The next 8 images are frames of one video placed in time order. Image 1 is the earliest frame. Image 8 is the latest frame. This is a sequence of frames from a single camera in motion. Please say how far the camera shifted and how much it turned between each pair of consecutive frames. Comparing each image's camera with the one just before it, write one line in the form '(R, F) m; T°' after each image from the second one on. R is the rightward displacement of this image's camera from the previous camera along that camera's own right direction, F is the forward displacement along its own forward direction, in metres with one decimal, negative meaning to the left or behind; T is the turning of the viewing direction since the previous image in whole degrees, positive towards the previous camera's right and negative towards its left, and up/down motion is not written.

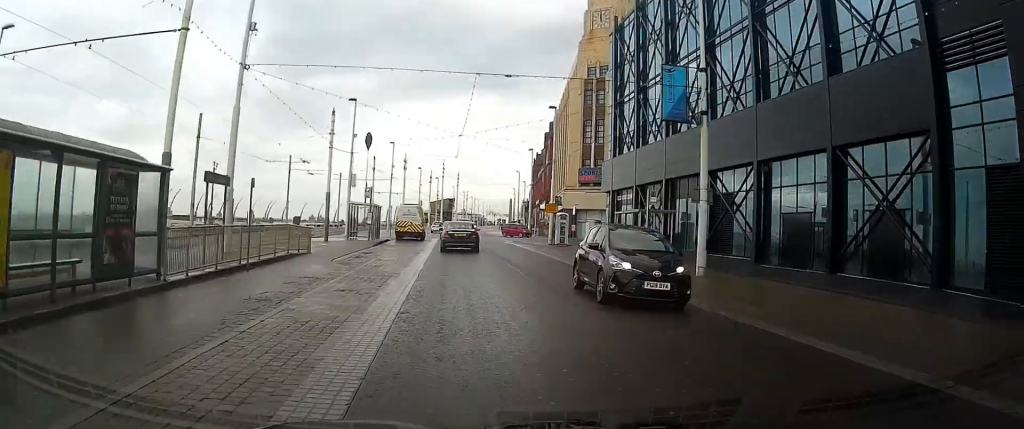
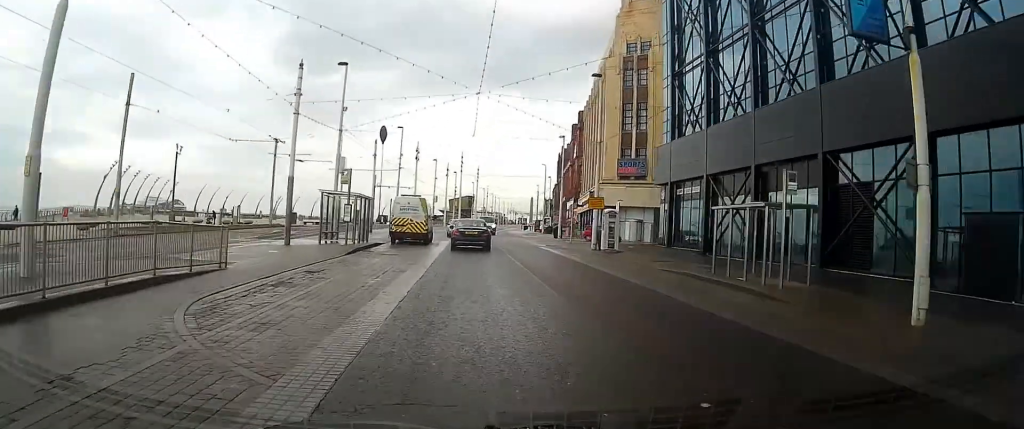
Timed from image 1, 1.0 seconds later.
(-0.2, +11.4) m; -2°
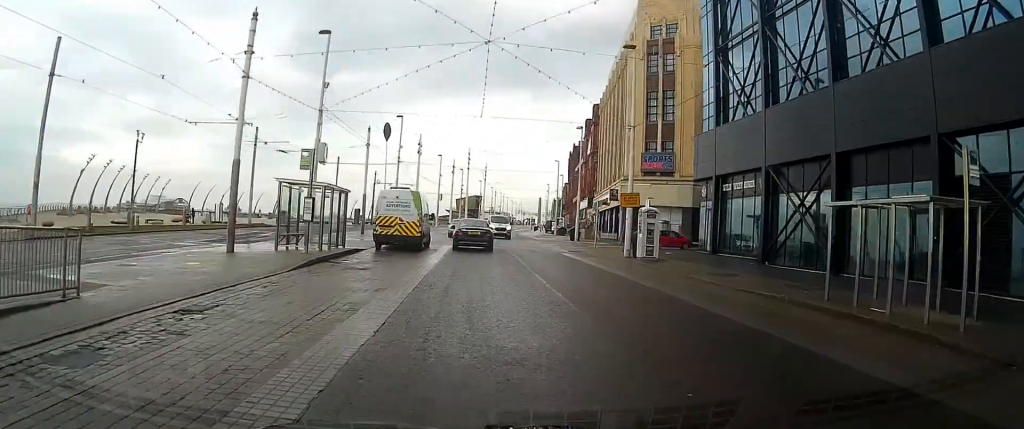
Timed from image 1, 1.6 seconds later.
(-0.1, +7.1) m; -1°
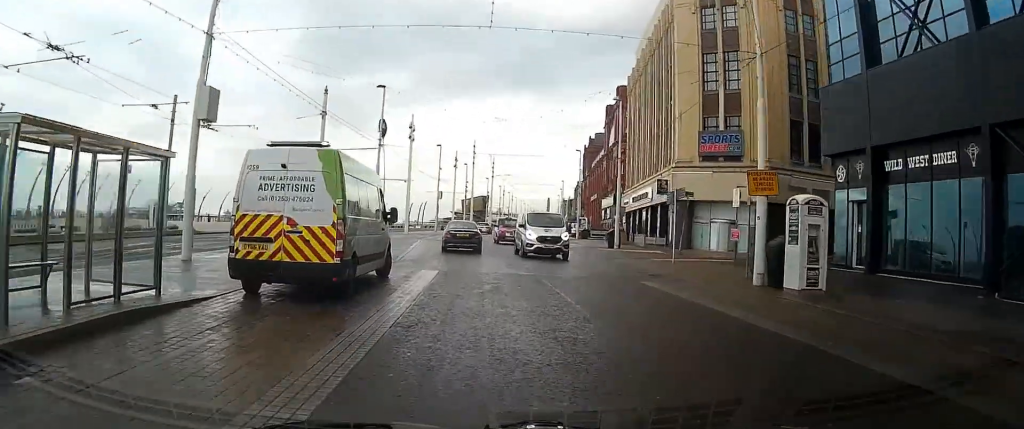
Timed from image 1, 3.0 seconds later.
(-0.1, +15.3) m; 0°
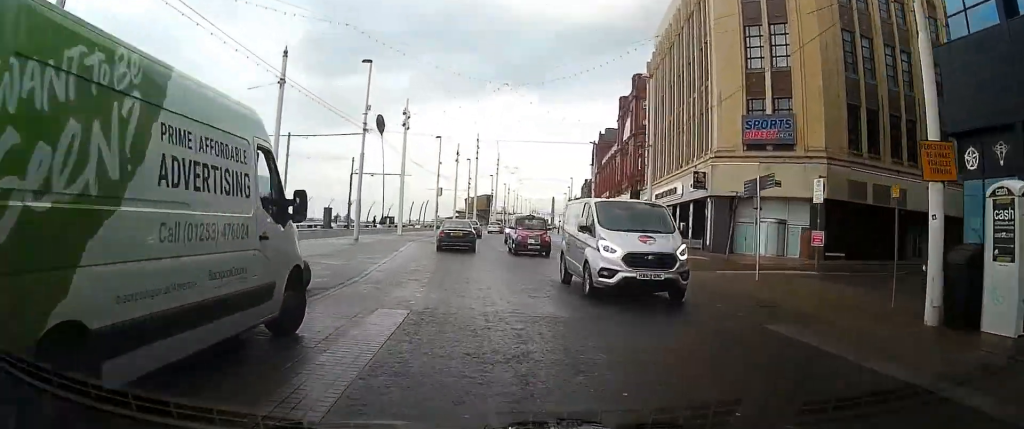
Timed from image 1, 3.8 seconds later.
(0.0, +7.9) m; 0°
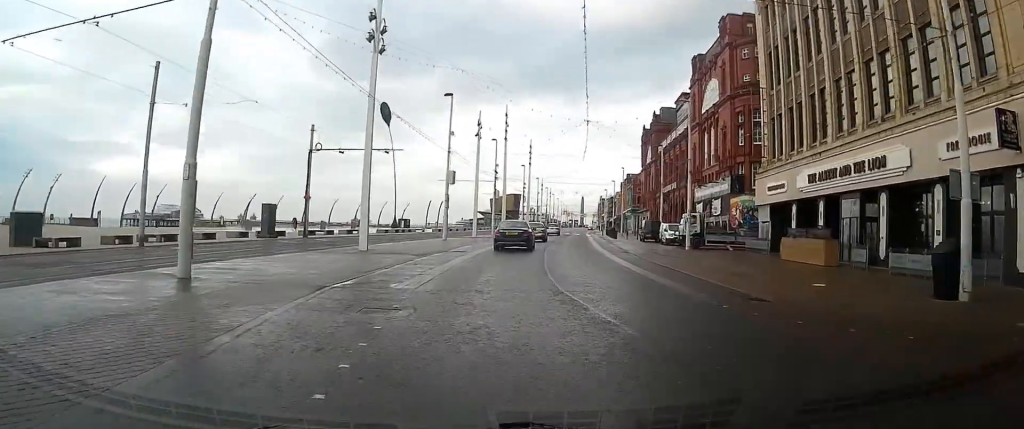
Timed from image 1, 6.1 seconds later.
(-0.6, +25.7) m; -2°
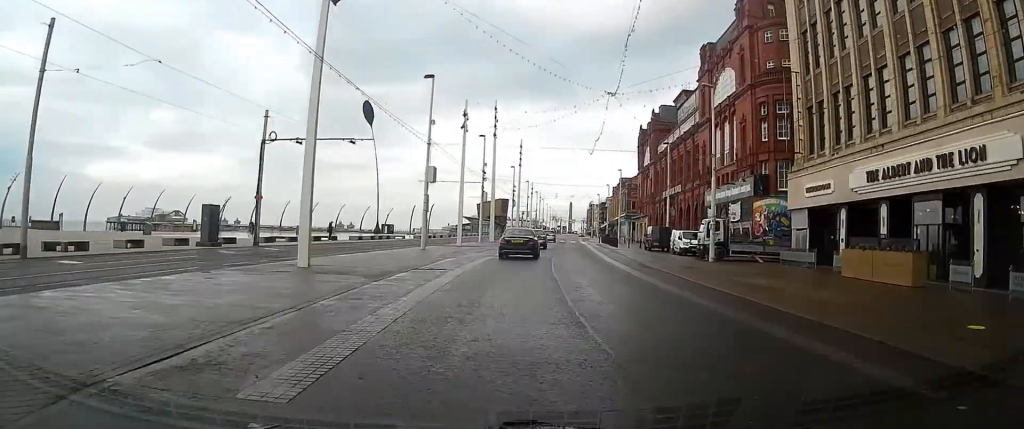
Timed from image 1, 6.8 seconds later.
(0.0, +7.6) m; +1°
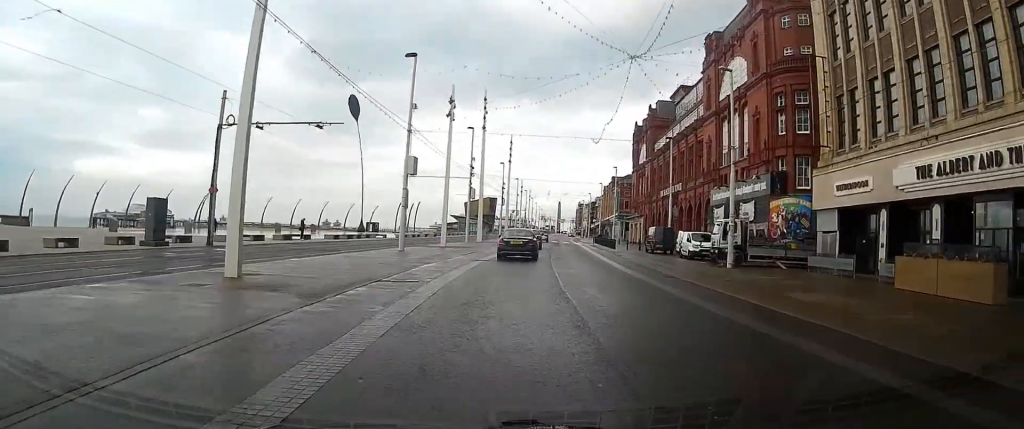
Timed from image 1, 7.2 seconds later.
(0.0, +5.0) m; +1°
